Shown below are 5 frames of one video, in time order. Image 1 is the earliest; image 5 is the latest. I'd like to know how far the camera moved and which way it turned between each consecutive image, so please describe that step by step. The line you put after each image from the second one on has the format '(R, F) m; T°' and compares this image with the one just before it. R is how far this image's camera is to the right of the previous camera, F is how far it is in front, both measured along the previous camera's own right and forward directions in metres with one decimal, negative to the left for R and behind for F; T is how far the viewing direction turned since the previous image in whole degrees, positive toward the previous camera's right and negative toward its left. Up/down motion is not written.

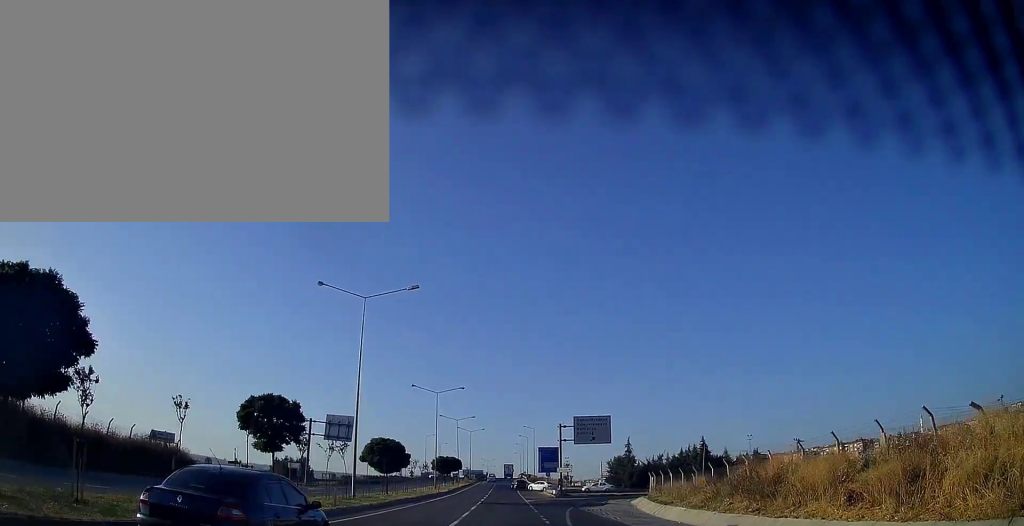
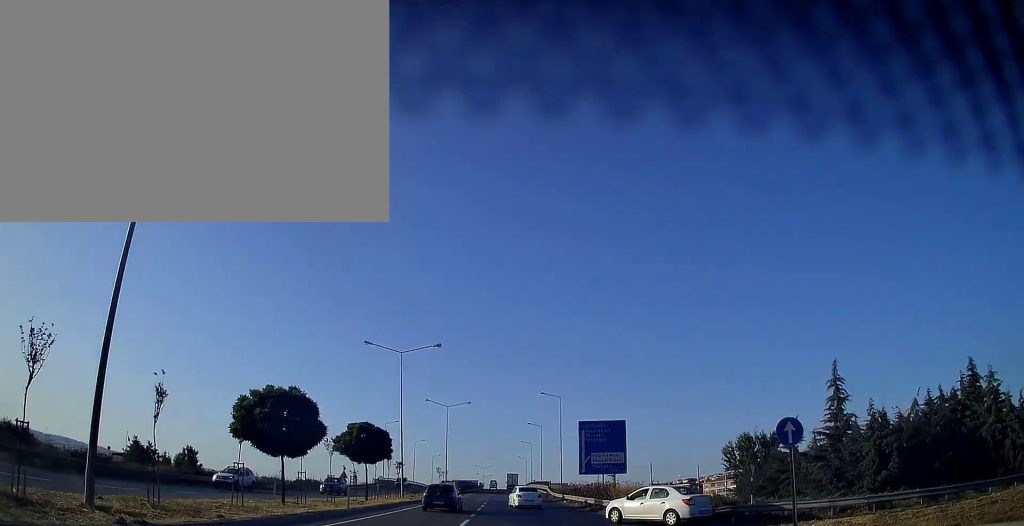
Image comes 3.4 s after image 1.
(-0.2, +64.1) m; 0°
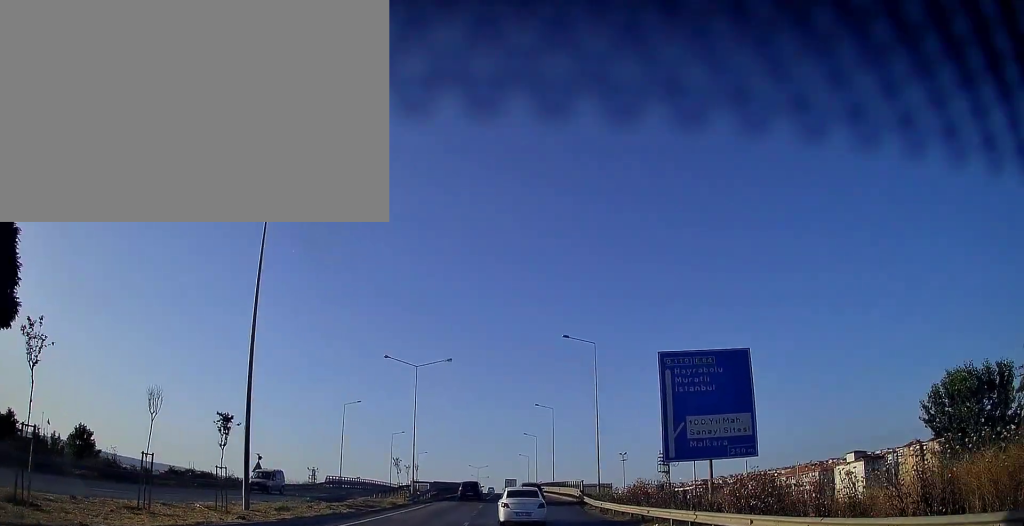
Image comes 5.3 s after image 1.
(+0.1, +30.2) m; +1°
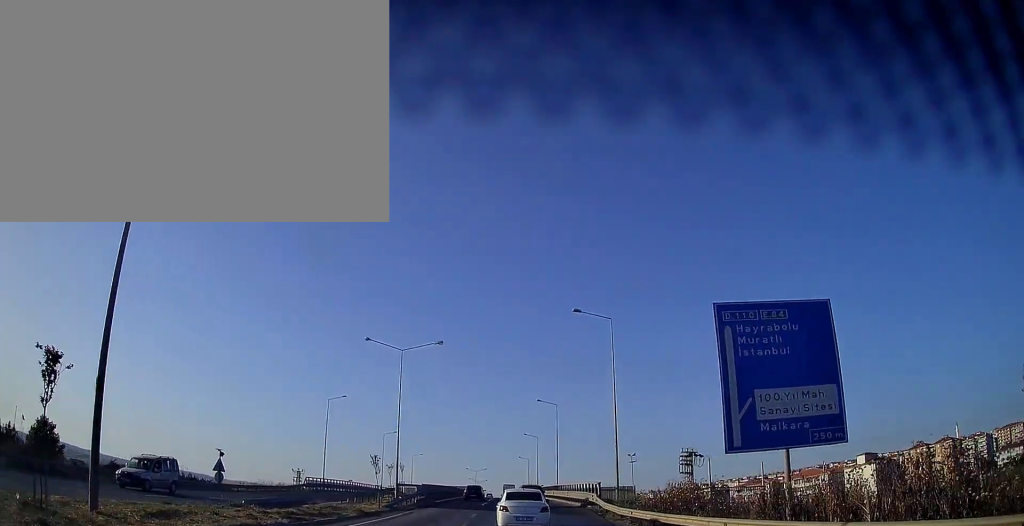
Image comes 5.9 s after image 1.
(+0.1, +8.2) m; 0°
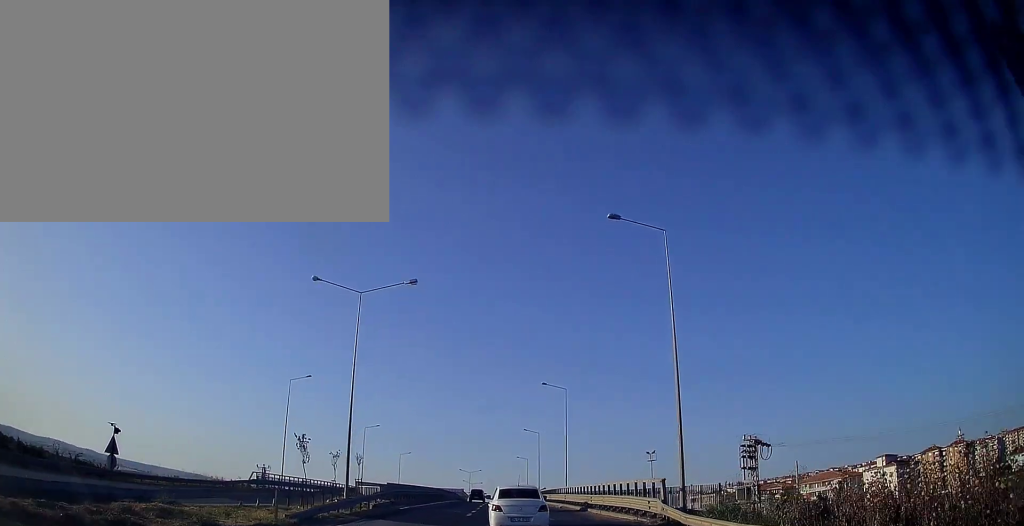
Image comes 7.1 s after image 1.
(-0.2, +14.5) m; -1°
